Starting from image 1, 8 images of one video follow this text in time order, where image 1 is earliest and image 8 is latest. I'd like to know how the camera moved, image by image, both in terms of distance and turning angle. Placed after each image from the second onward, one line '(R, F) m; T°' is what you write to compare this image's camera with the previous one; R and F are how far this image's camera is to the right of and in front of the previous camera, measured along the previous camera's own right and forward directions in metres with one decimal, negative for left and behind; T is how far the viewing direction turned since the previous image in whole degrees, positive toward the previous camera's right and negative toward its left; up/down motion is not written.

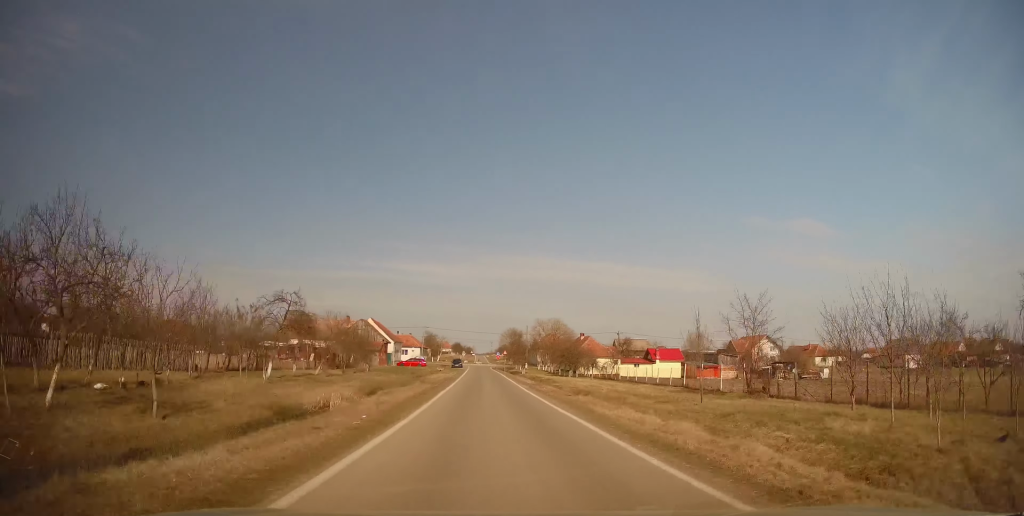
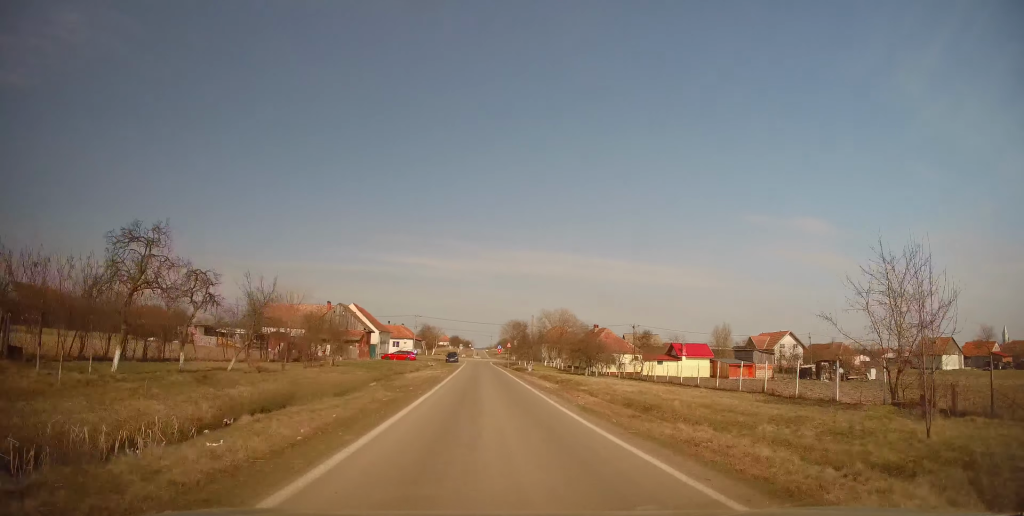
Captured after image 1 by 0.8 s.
(+0.3, +12.1) m; +1°
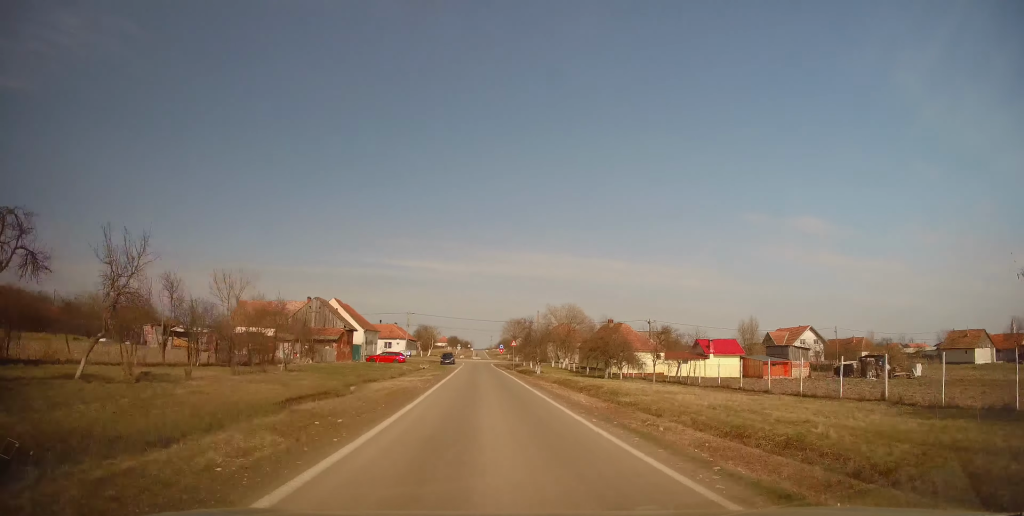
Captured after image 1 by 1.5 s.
(0.0, +9.6) m; 0°
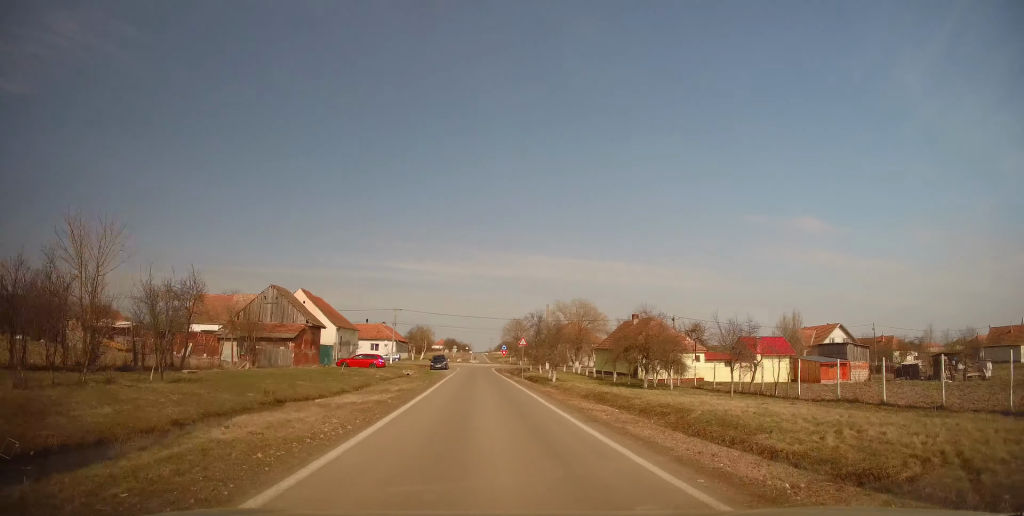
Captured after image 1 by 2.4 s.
(0.0, +12.4) m; -1°
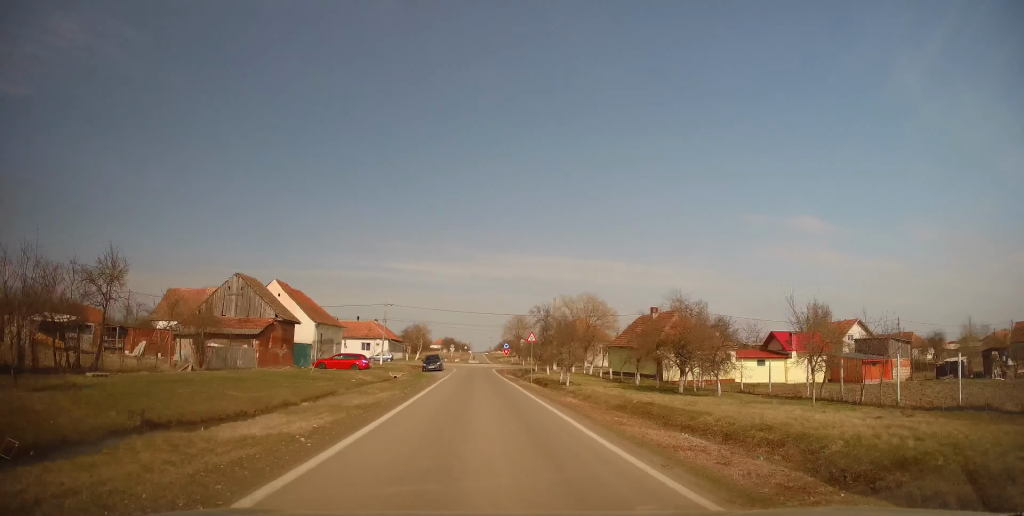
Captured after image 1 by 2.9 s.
(+0.1, +7.1) m; -1°
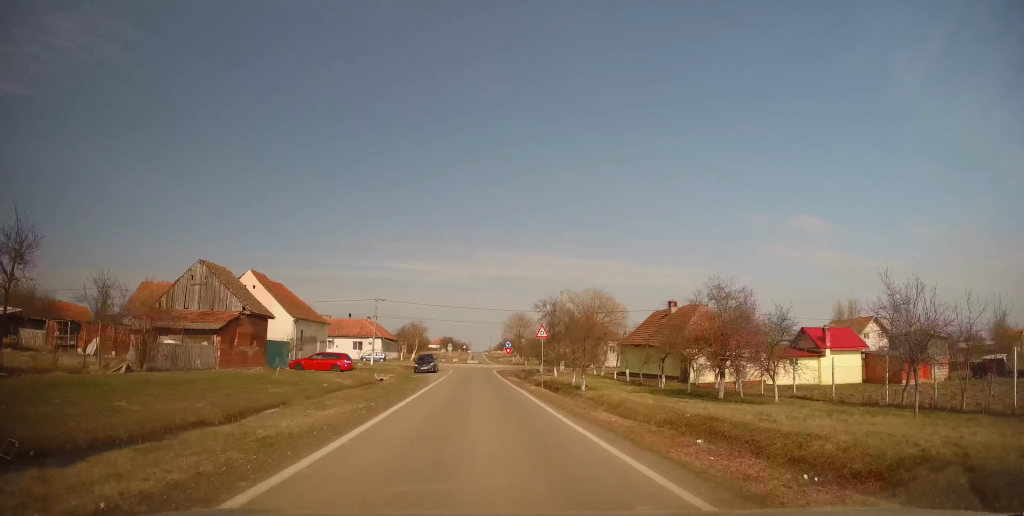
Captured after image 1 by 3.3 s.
(-0.1, +5.6) m; 0°
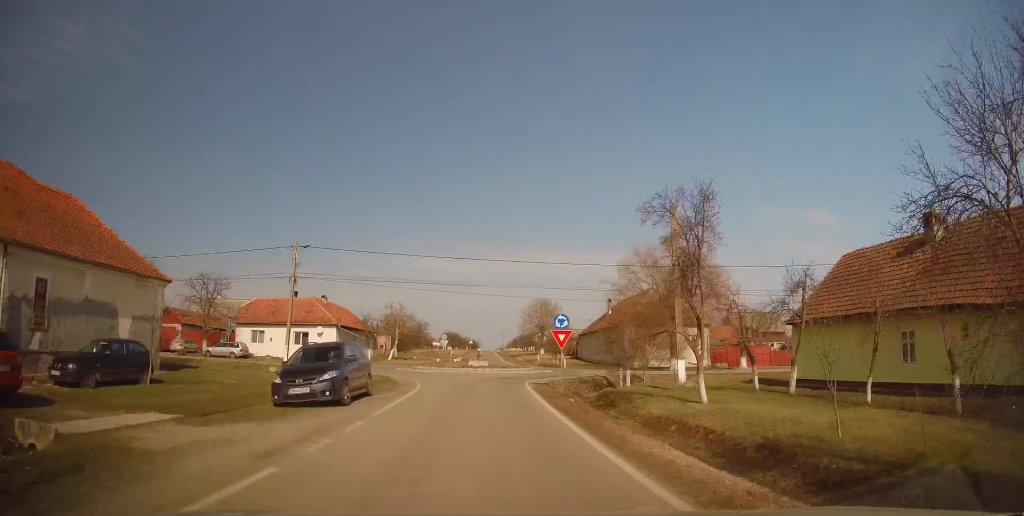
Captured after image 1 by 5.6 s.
(-0.1, +30.4) m; -1°
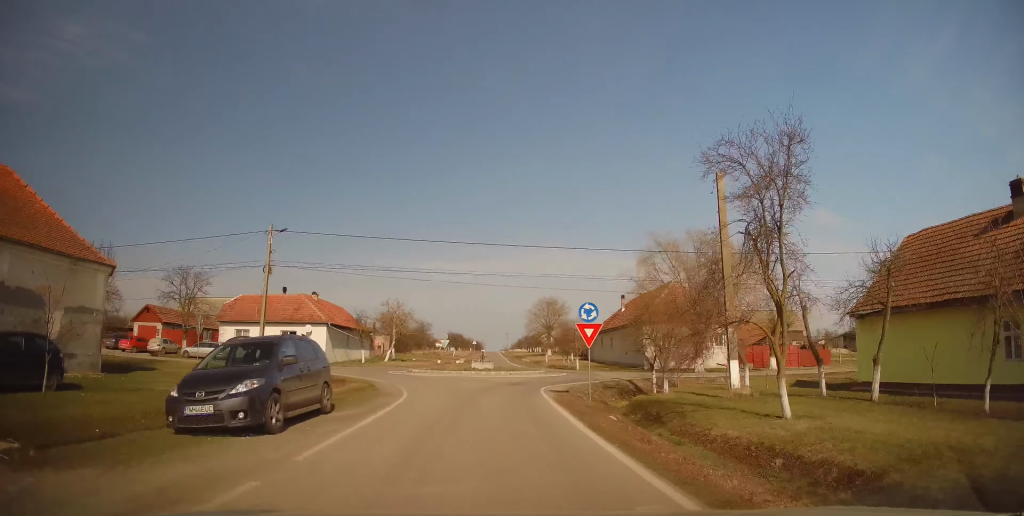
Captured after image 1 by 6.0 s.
(-0.1, +5.0) m; -1°
